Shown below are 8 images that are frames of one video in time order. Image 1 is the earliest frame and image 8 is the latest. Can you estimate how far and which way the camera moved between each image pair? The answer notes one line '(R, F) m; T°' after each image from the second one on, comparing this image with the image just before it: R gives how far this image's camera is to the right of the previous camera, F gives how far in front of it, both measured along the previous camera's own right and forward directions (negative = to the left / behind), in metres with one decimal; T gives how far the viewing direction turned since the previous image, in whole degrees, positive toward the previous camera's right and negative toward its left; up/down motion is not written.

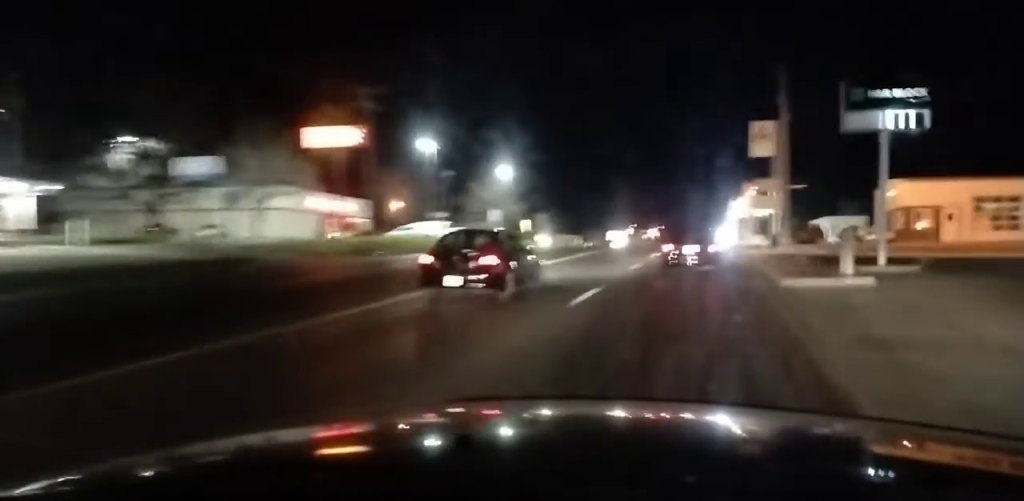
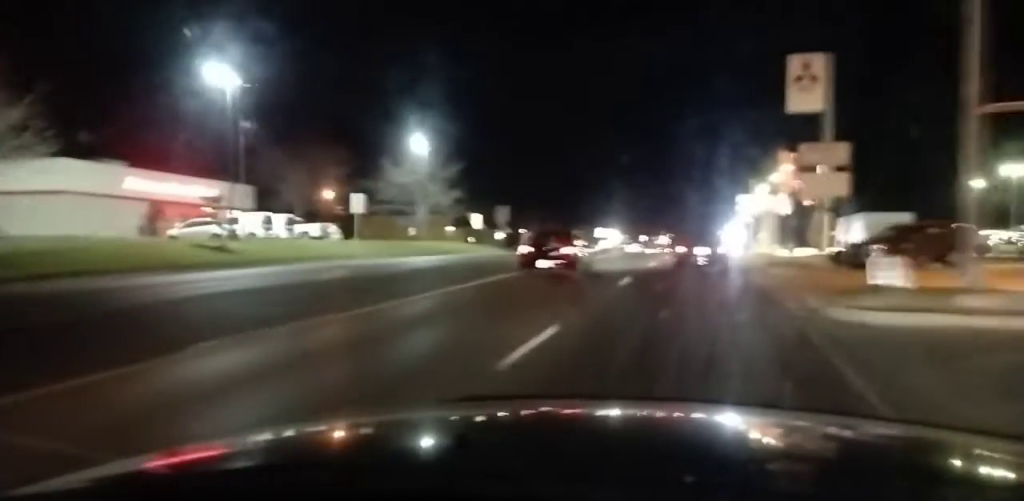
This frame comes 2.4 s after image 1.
(+0.3, +30.4) m; 0°
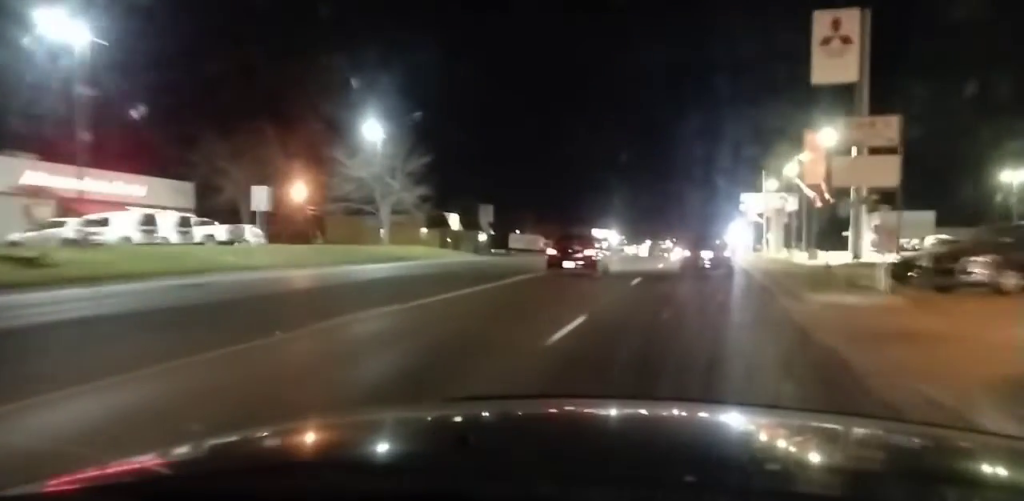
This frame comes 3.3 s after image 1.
(-0.1, +10.7) m; 0°
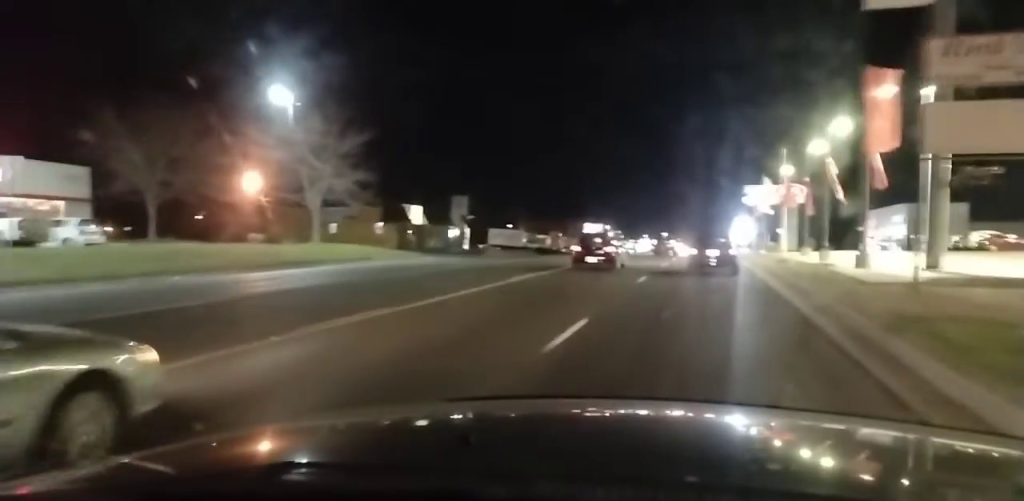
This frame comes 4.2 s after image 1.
(+0.1, +12.5) m; +1°
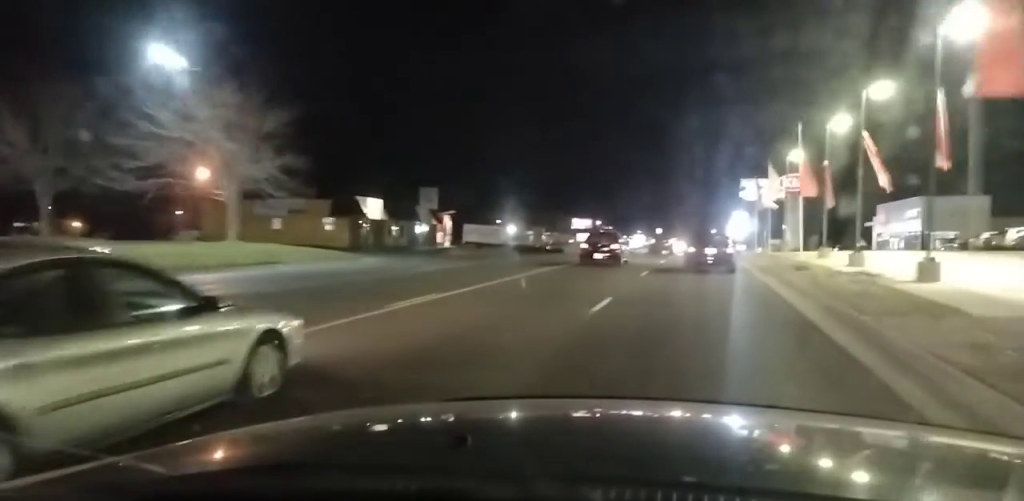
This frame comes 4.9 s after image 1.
(0.0, +9.5) m; 0°
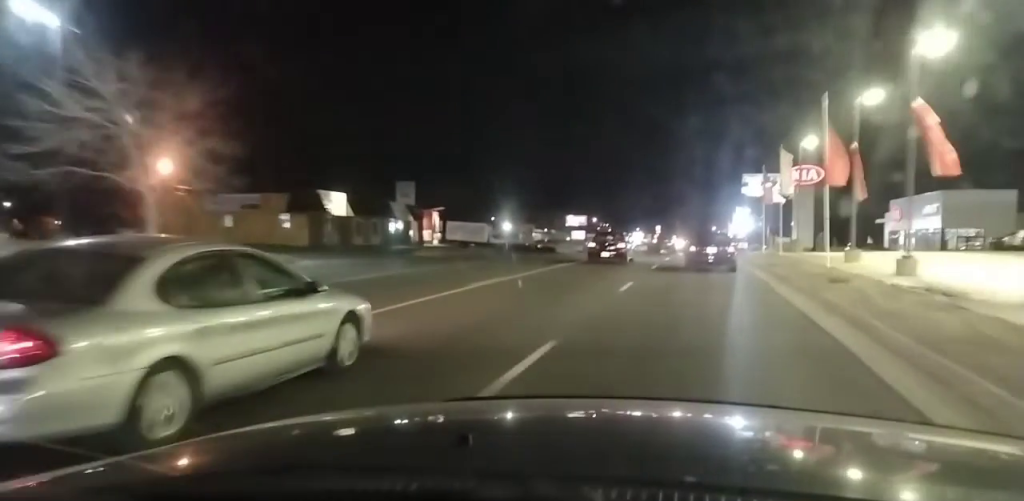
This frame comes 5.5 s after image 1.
(0.0, +6.7) m; 0°
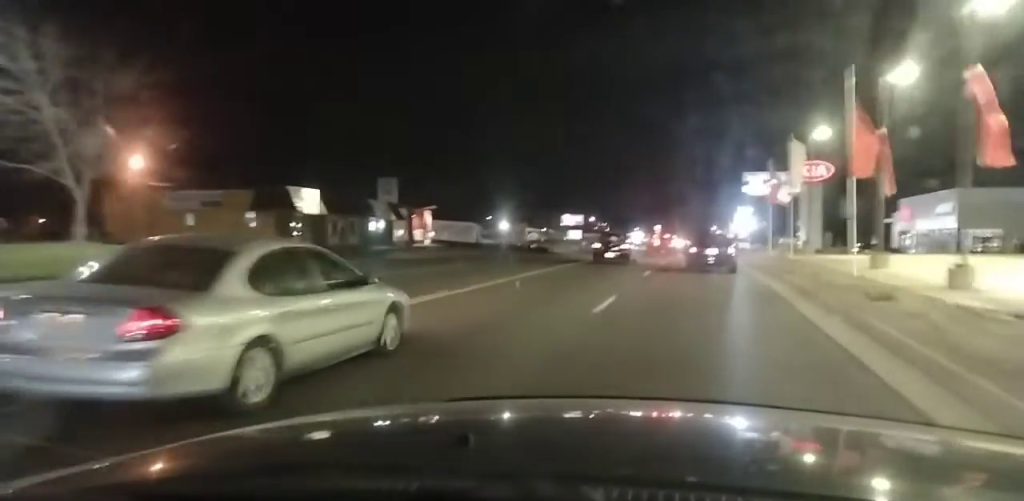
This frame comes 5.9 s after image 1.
(0.0, +5.7) m; 0°
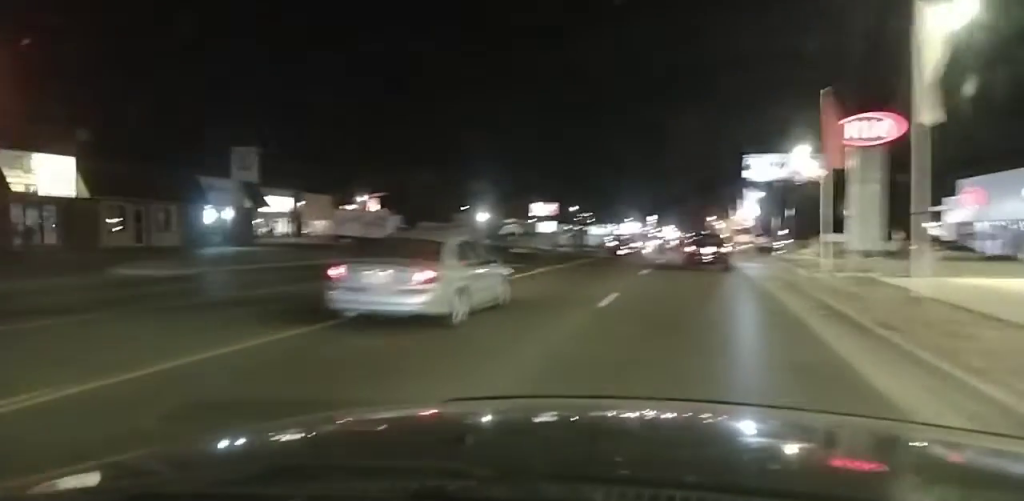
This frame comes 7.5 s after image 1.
(0.0, +22.4) m; 0°
